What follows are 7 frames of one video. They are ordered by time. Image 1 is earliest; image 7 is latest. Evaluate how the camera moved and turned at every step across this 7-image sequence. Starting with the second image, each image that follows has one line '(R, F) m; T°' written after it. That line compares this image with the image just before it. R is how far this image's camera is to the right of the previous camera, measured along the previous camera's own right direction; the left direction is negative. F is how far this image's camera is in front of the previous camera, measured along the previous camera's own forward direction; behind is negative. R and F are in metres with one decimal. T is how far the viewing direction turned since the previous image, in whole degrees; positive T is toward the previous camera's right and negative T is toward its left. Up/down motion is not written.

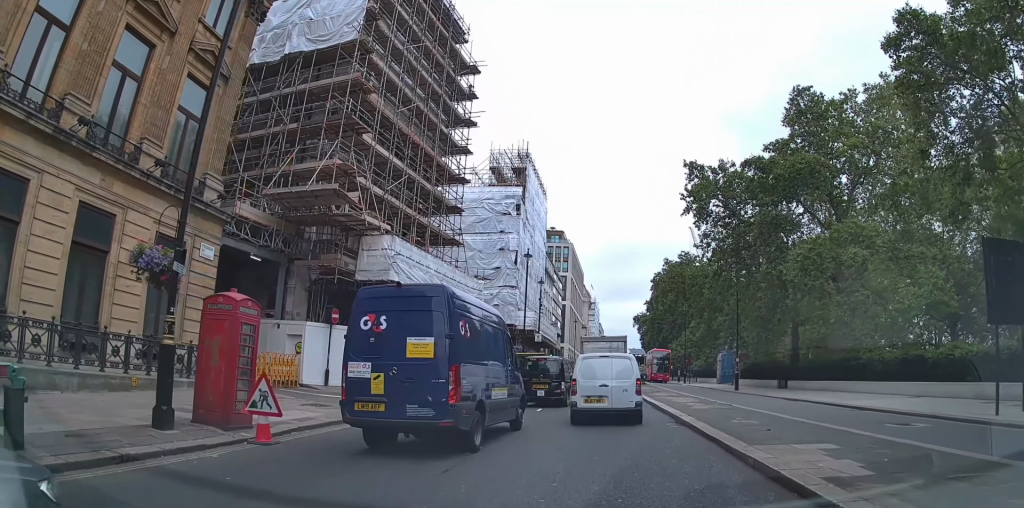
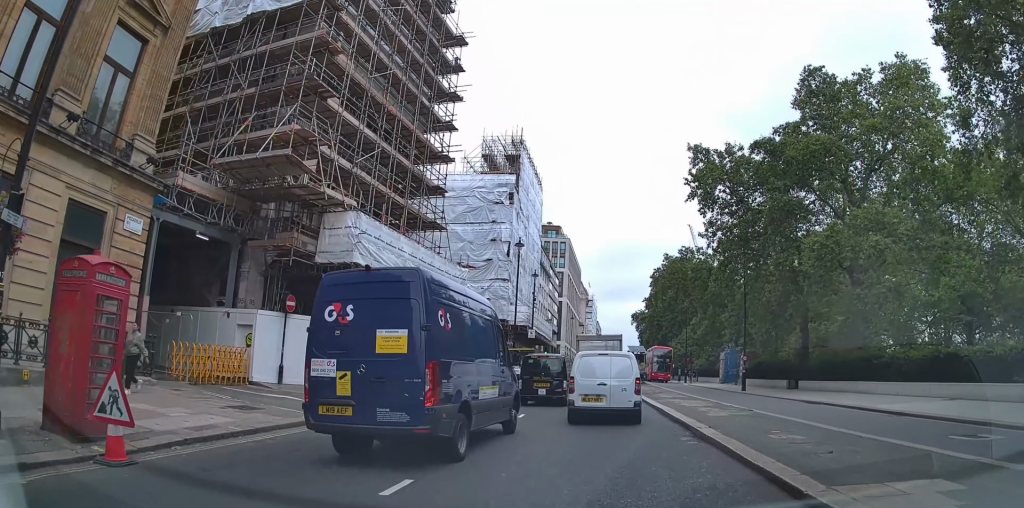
(+0.2, +3.6) m; +3°
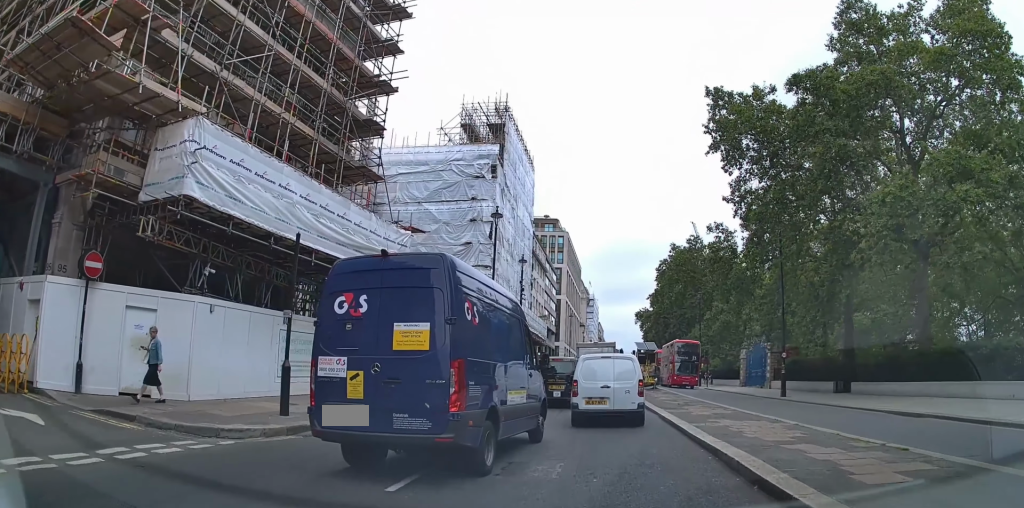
(-0.2, +10.2) m; -3°
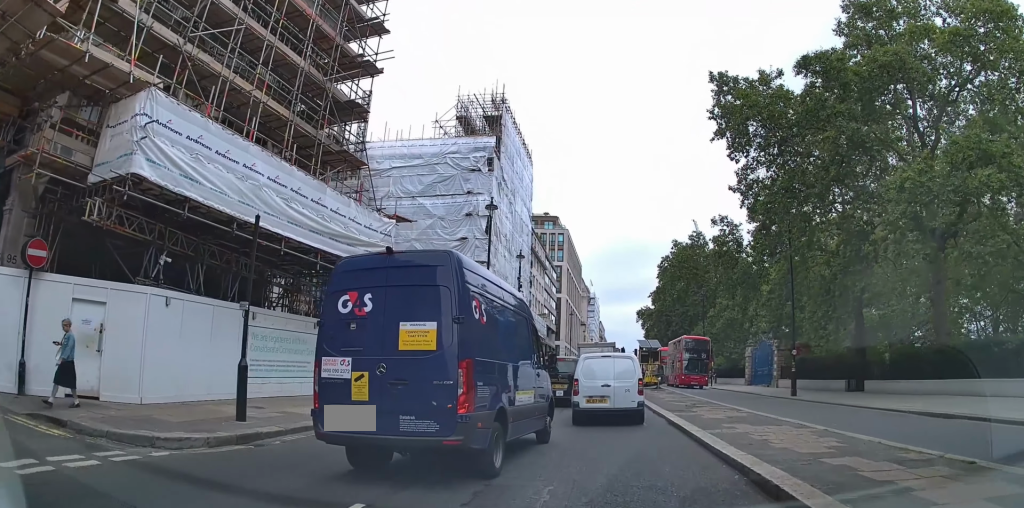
(0.0, +1.8) m; -1°
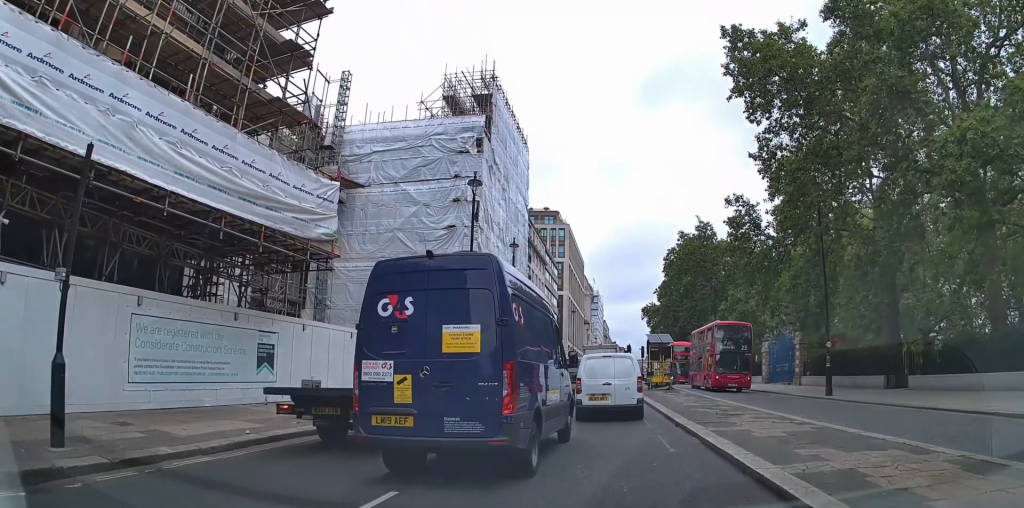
(-0.1, +4.9) m; -5°
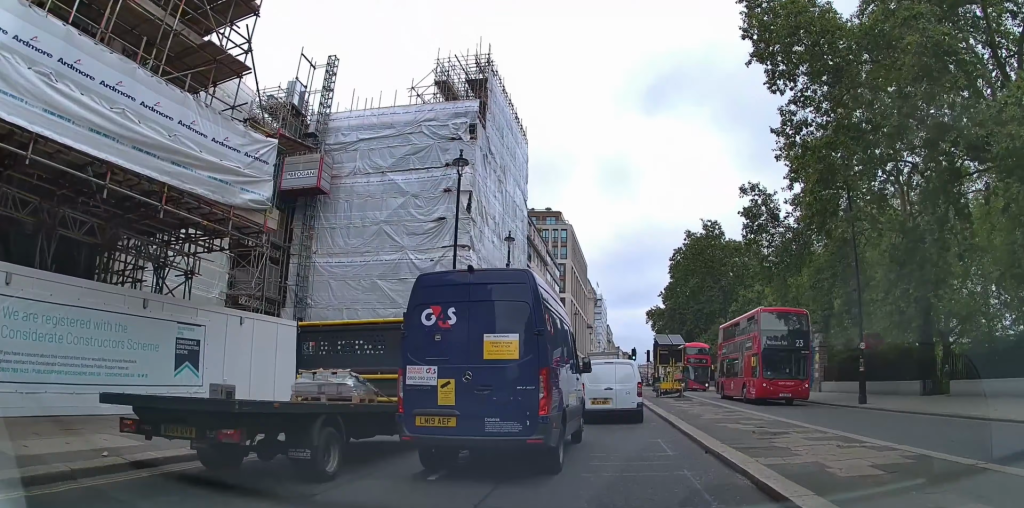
(-0.2, +3.8) m; -1°
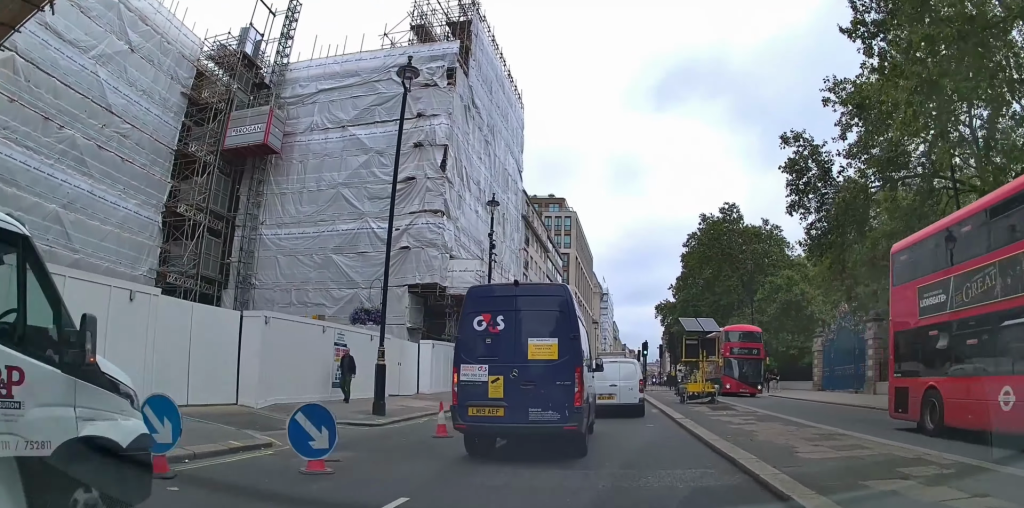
(+0.7, +8.4) m; +6°
